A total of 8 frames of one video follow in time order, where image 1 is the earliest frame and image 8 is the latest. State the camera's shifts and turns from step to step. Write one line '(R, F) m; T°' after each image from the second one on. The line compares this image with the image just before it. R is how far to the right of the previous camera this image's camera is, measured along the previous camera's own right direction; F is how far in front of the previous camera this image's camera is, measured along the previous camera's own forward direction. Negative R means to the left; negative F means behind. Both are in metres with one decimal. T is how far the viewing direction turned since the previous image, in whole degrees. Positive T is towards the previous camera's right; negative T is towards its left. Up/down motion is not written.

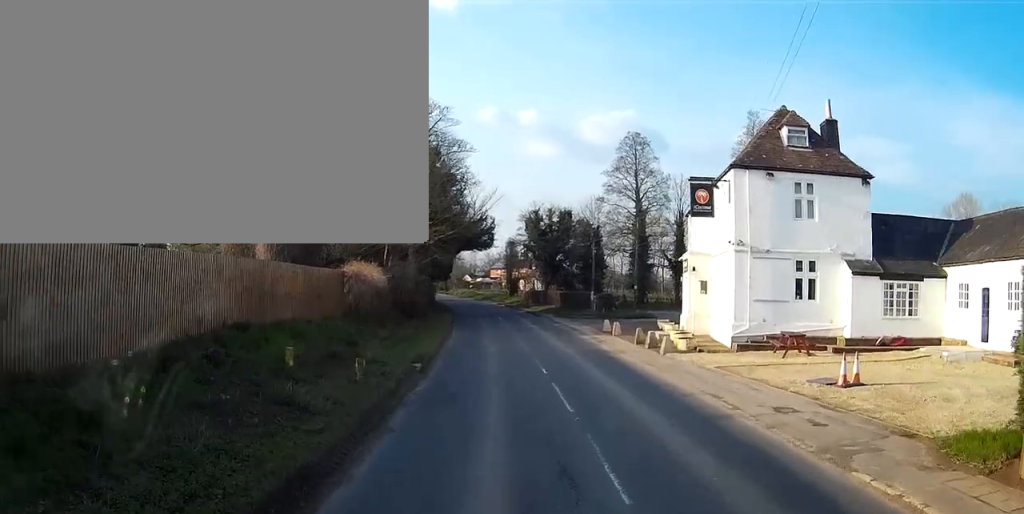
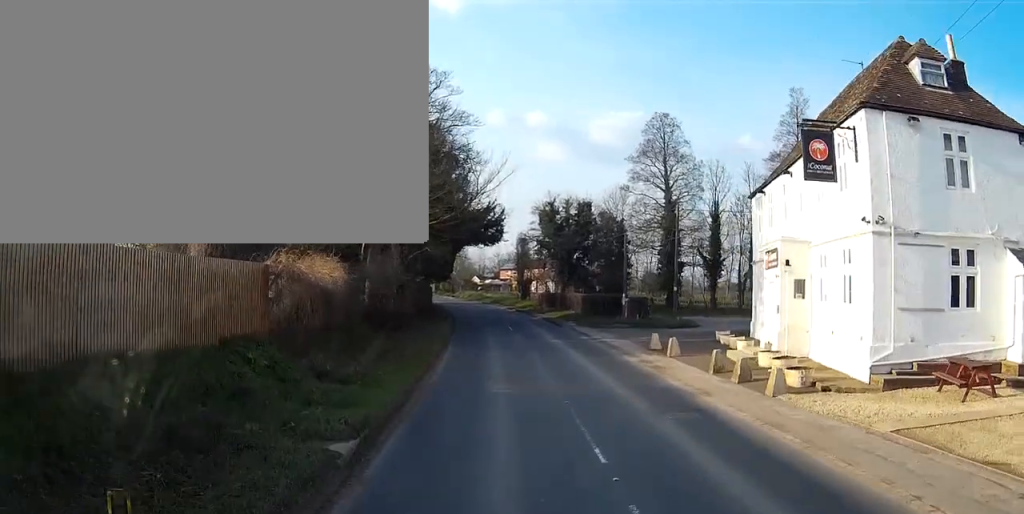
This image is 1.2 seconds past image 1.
(0.0, +8.8) m; -1°
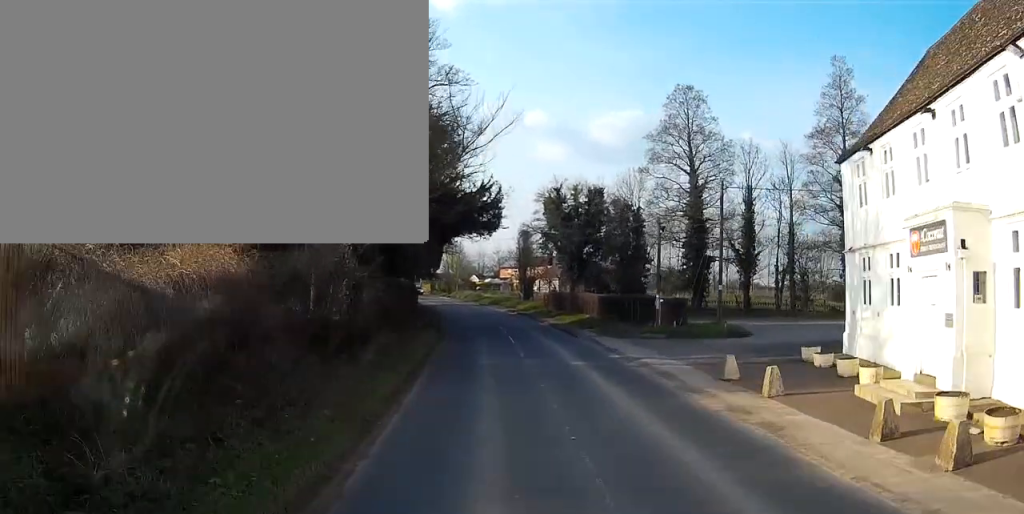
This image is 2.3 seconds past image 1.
(-0.1, +8.6) m; -2°
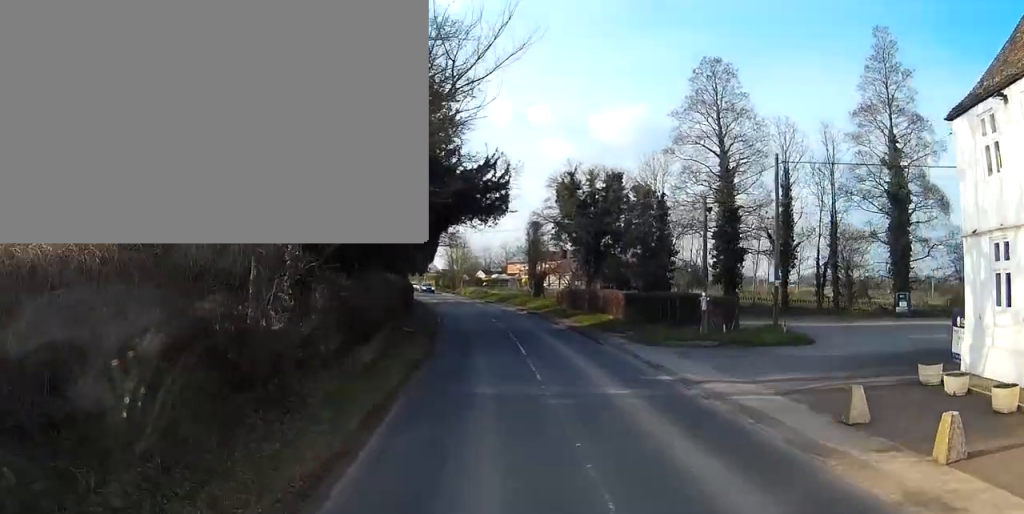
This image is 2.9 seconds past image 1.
(0.0, +6.0) m; -1°
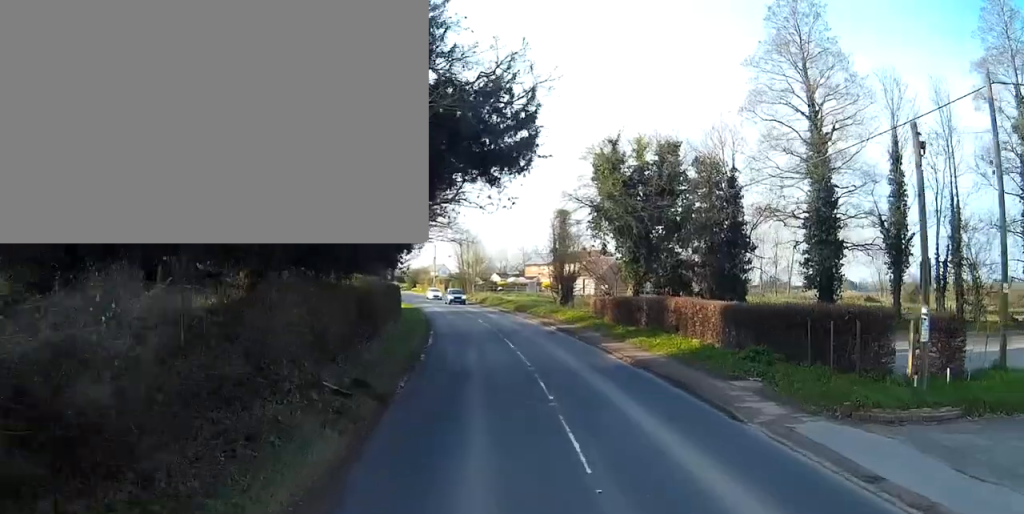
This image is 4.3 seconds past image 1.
(-0.3, +14.0) m; -1°
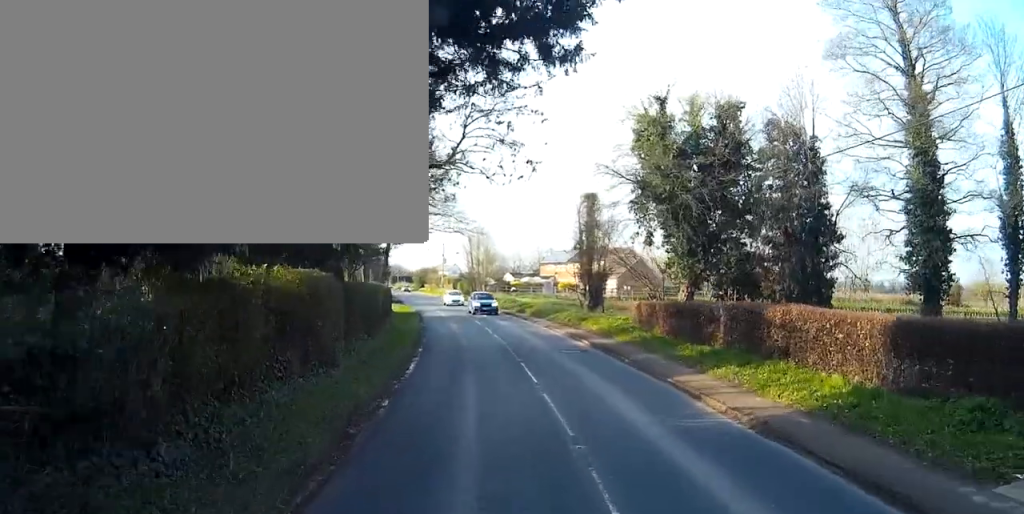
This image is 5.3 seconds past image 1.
(0.0, +9.7) m; -1°
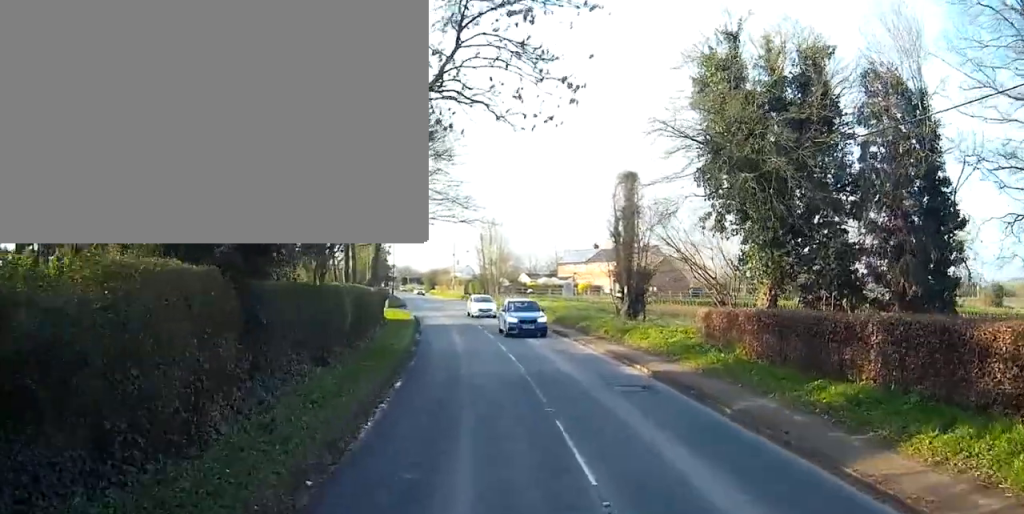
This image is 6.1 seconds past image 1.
(-0.1, +8.4) m; -2°
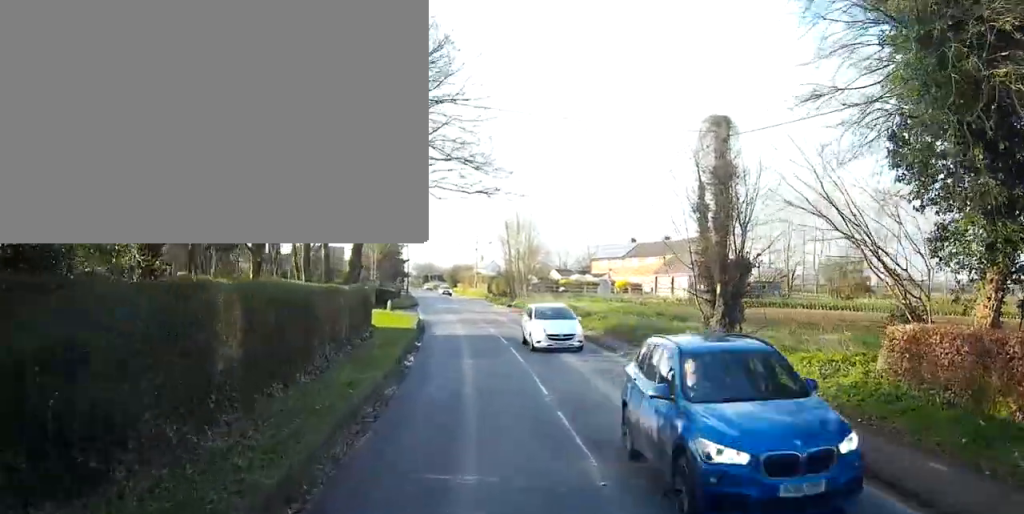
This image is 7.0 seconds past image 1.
(-0.3, +10.5) m; -2°
